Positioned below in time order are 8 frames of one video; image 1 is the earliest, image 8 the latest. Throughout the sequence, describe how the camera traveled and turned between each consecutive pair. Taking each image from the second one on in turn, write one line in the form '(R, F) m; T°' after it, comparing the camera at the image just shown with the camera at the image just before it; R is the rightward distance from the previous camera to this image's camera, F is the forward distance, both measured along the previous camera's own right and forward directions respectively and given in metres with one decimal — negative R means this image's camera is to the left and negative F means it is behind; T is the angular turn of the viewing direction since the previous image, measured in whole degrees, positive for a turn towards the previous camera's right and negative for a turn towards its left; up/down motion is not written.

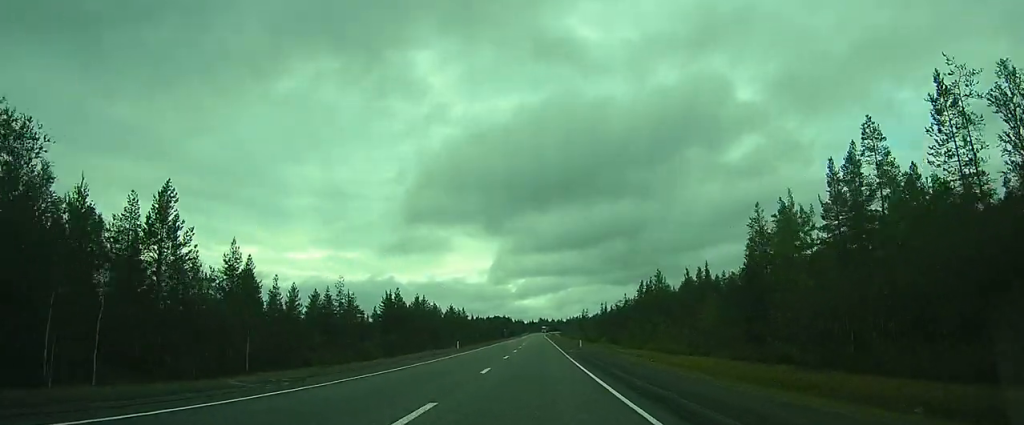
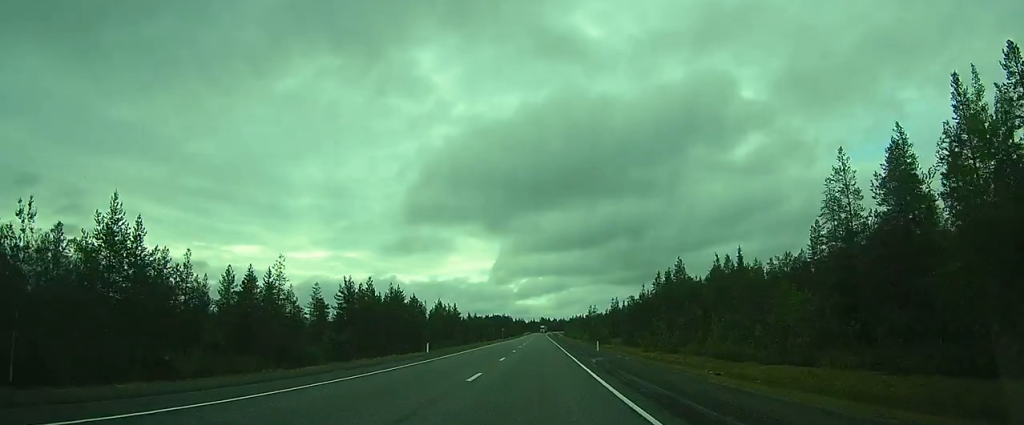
(0.0, +15.7) m; 0°
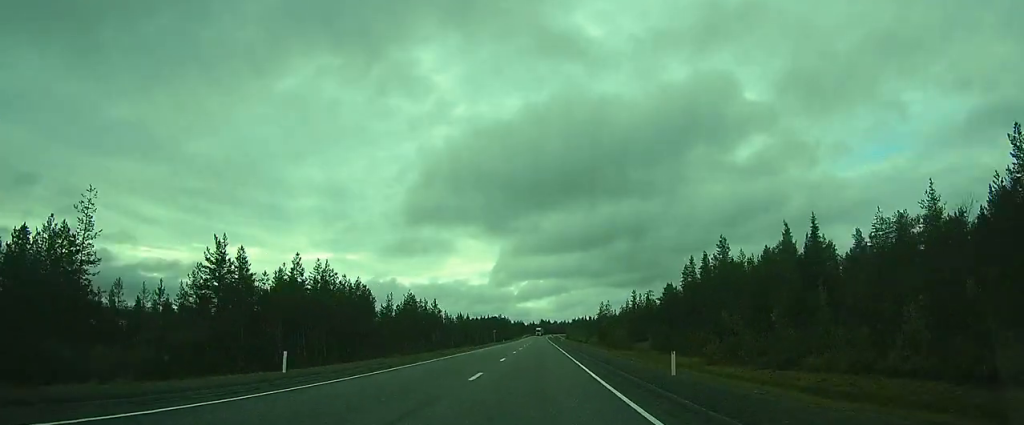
(+0.1, +23.2) m; +1°
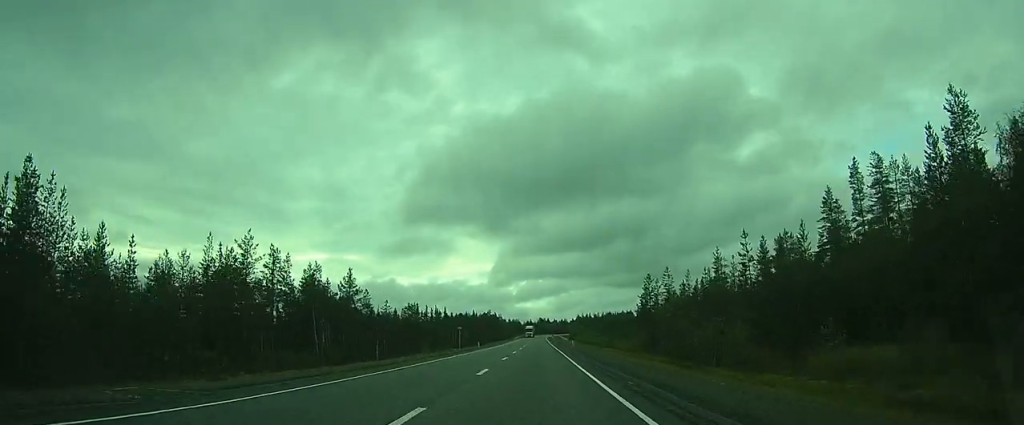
(+0.2, +45.2) m; 0°
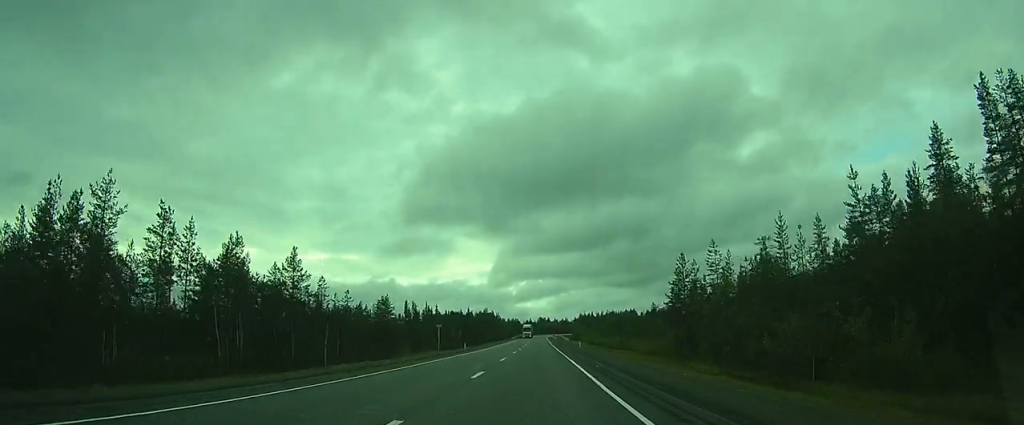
(0.0, +13.6) m; 0°
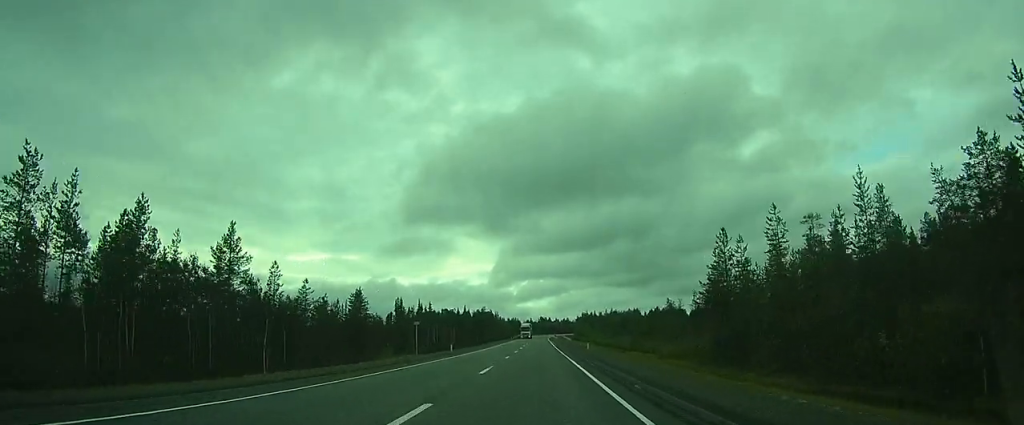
(-0.1, +9.8) m; 0°
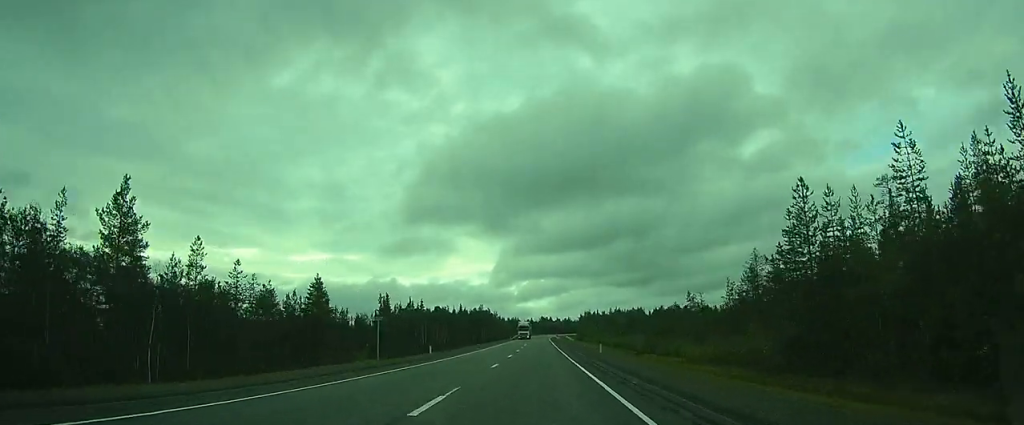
(0.0, +10.6) m; 0°
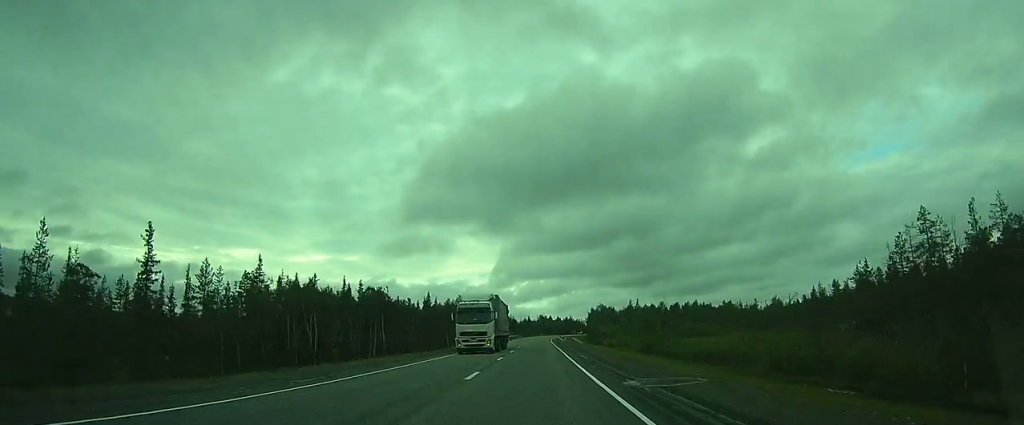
(+0.2, +42.9) m; +1°
